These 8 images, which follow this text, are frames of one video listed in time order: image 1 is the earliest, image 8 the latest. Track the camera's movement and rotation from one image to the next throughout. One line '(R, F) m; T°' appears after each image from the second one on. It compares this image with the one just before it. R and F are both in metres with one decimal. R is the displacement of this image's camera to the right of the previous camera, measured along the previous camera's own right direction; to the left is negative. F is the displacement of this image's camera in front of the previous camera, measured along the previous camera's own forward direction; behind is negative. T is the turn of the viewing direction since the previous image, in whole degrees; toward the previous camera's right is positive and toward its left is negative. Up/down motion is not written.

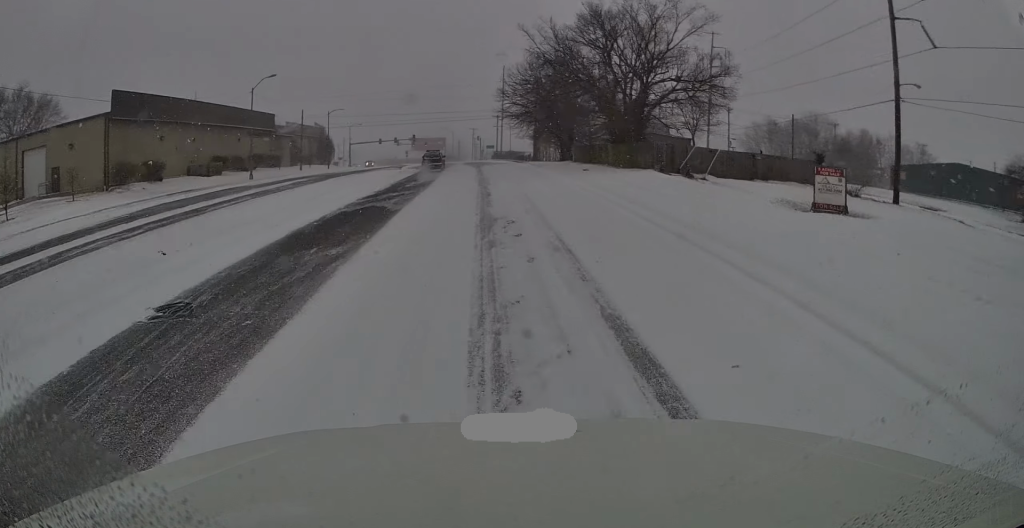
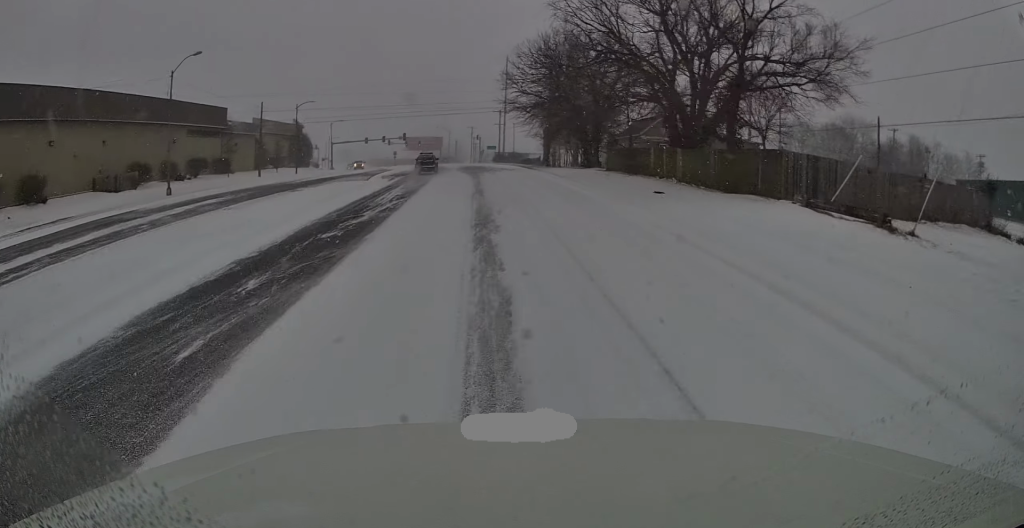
(-0.2, +16.3) m; -1°
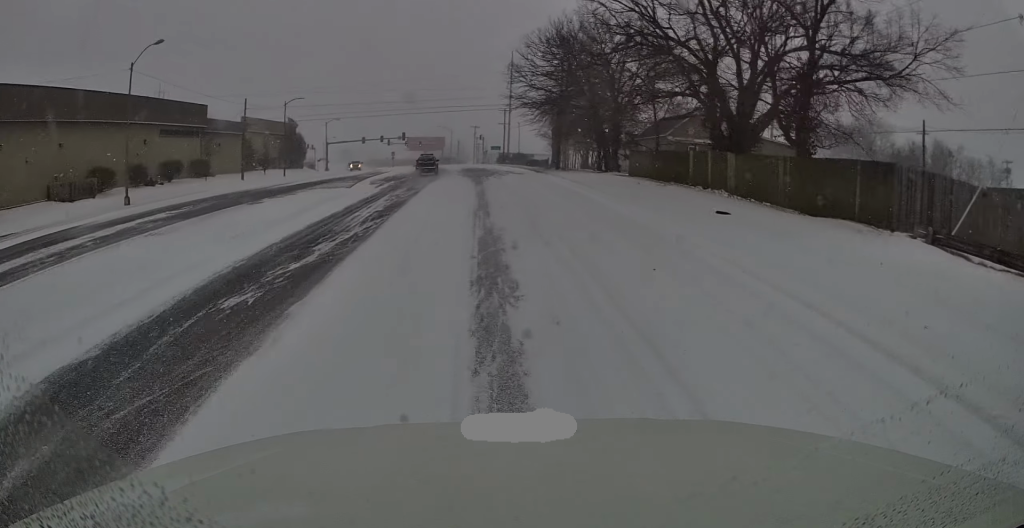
(0.0, +6.1) m; 0°
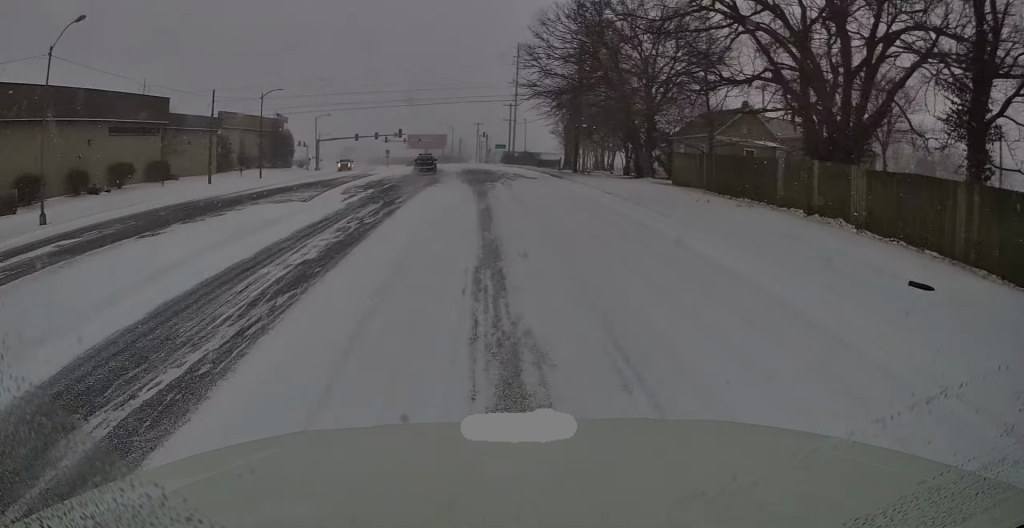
(0.0, +8.9) m; 0°
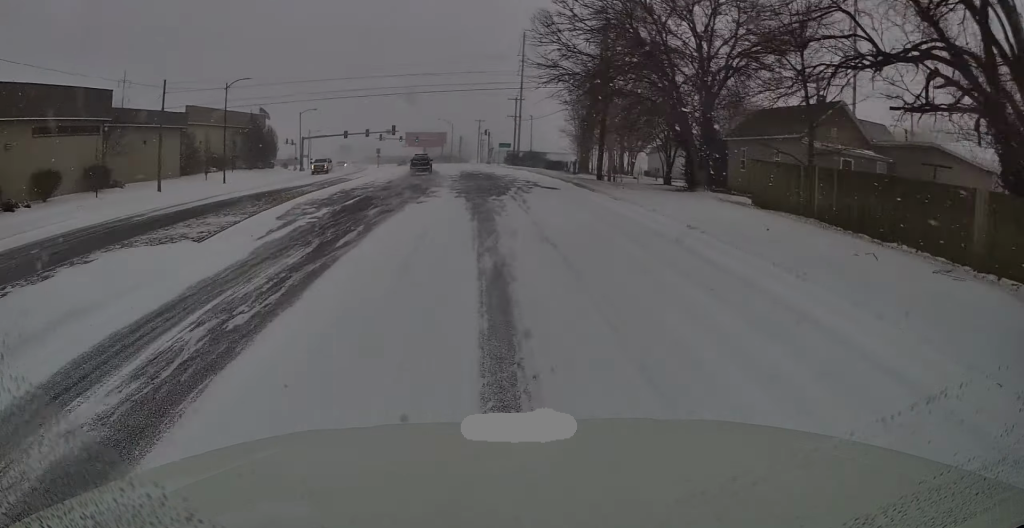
(0.0, +9.9) m; 0°
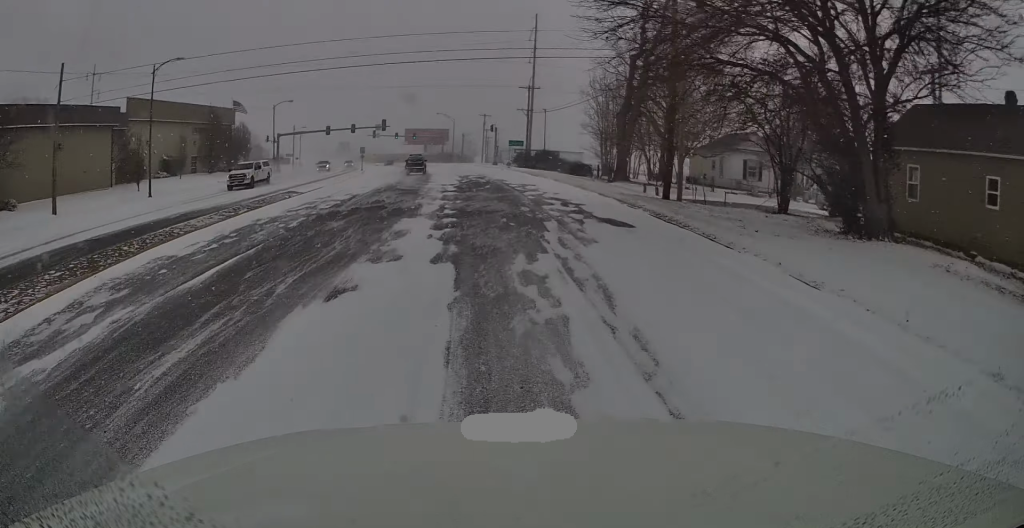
(0.0, +14.1) m; 0°
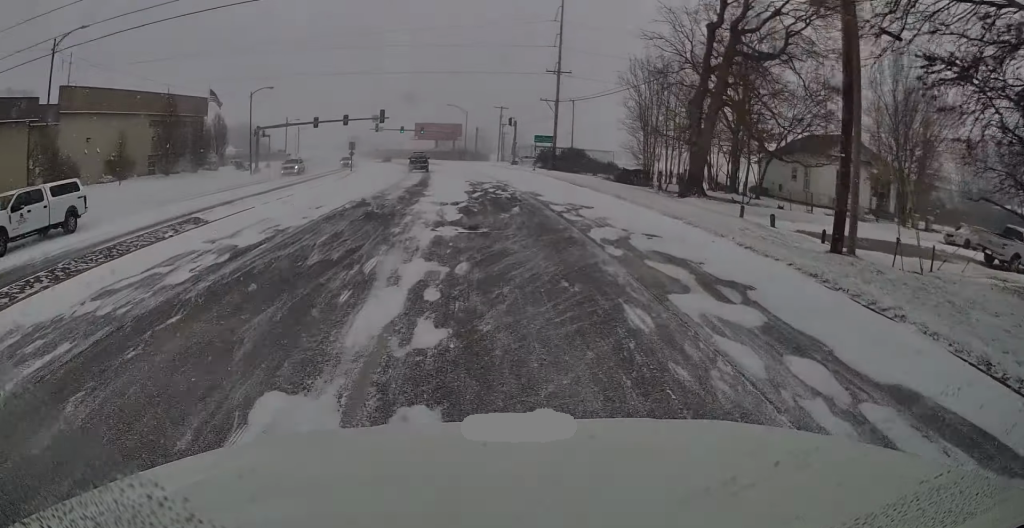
(0.0, +13.1) m; 0°
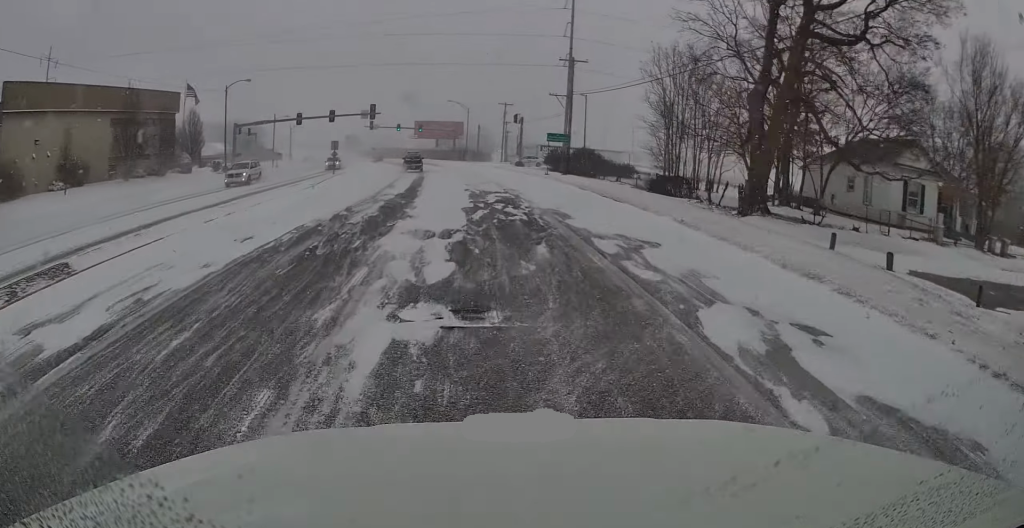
(0.0, +7.5) m; 0°
